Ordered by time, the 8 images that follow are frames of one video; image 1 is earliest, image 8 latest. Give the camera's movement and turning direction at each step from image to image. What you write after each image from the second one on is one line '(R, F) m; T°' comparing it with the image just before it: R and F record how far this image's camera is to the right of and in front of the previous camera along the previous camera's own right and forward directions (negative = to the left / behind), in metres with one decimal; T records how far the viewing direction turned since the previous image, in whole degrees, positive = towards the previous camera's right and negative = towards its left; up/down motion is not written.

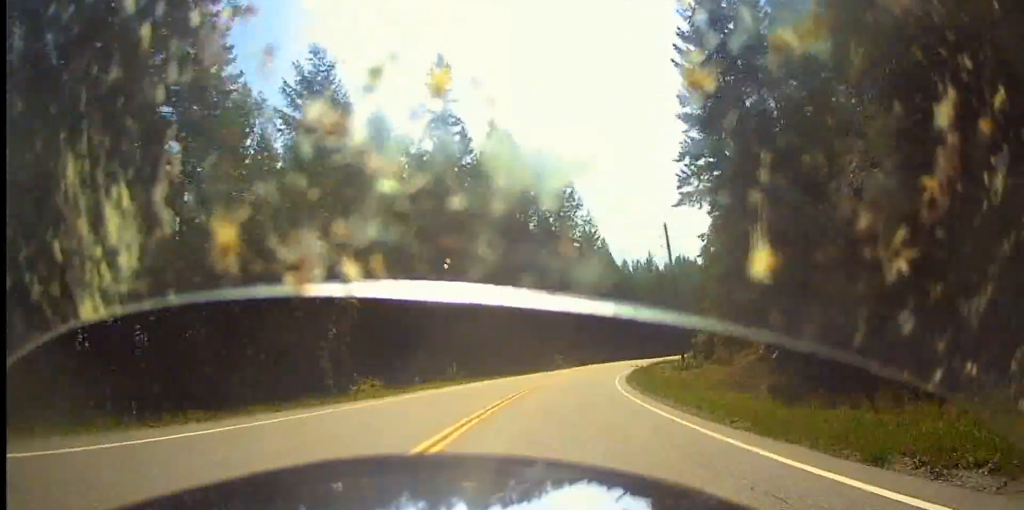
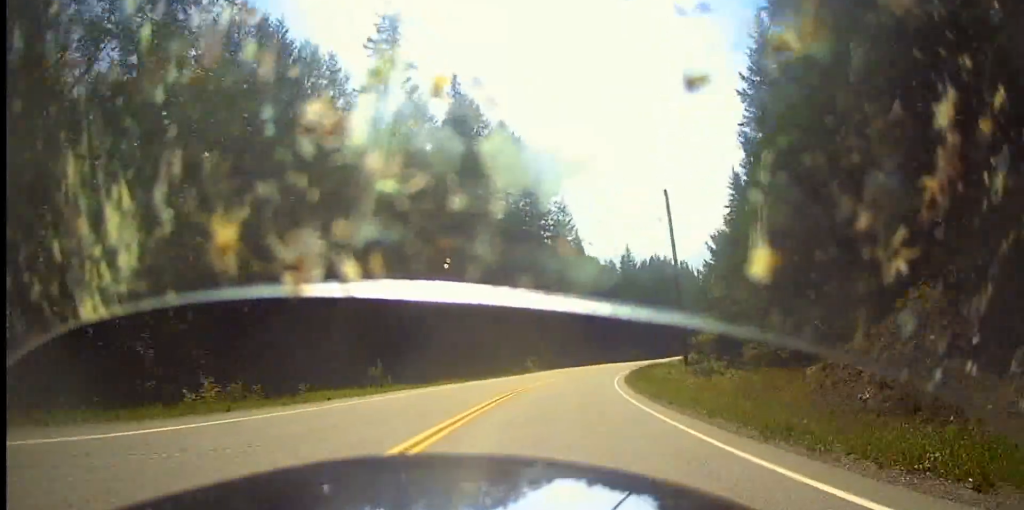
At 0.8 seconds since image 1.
(+0.3, +12.0) m; +3°
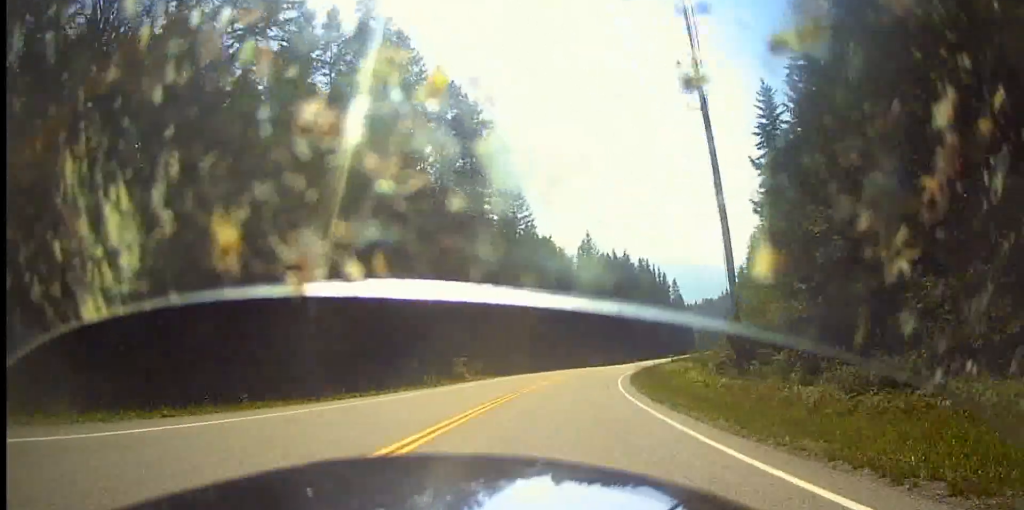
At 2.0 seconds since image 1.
(+0.5, +21.4) m; +2°
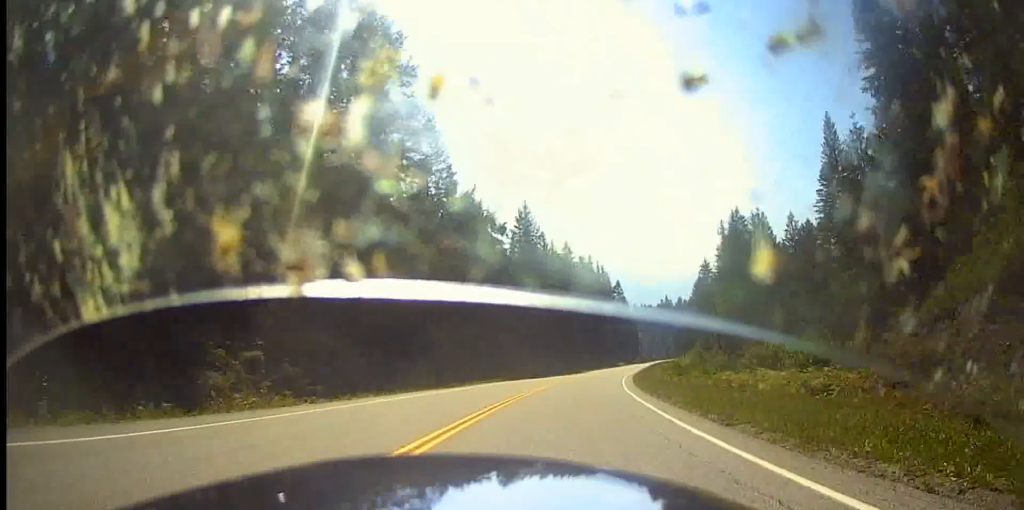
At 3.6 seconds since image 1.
(0.0, +24.3) m; +1°
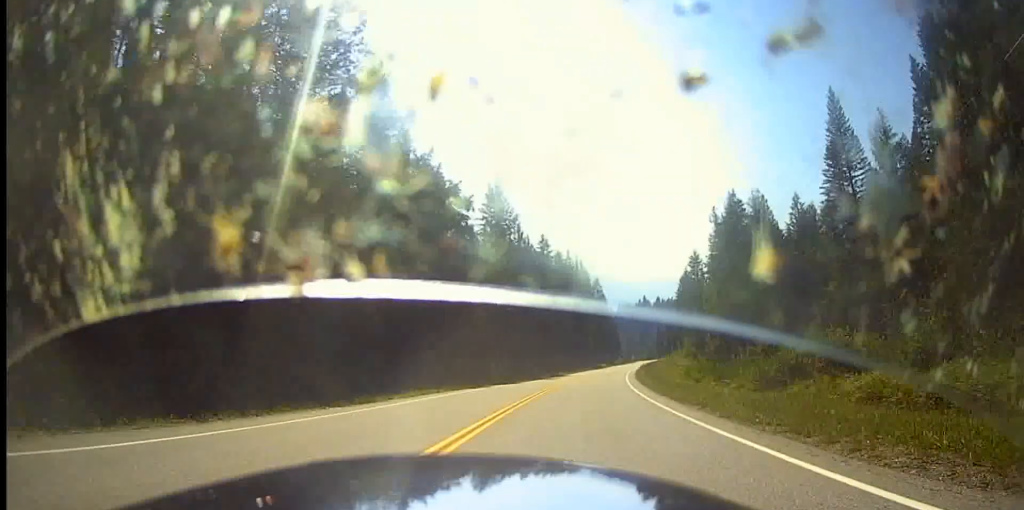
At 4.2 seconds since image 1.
(-0.1, +10.3) m; +2°
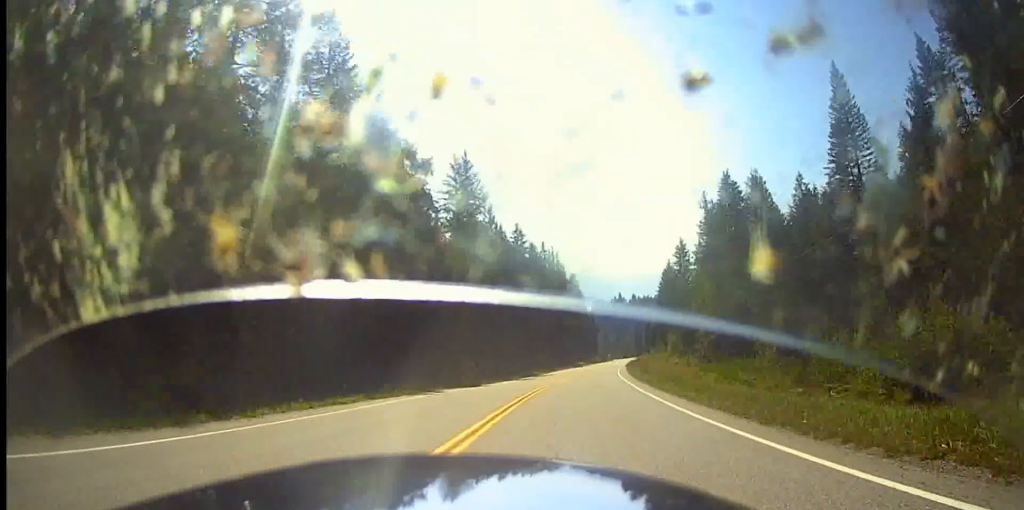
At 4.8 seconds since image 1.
(+0.3, +8.8) m; +3°
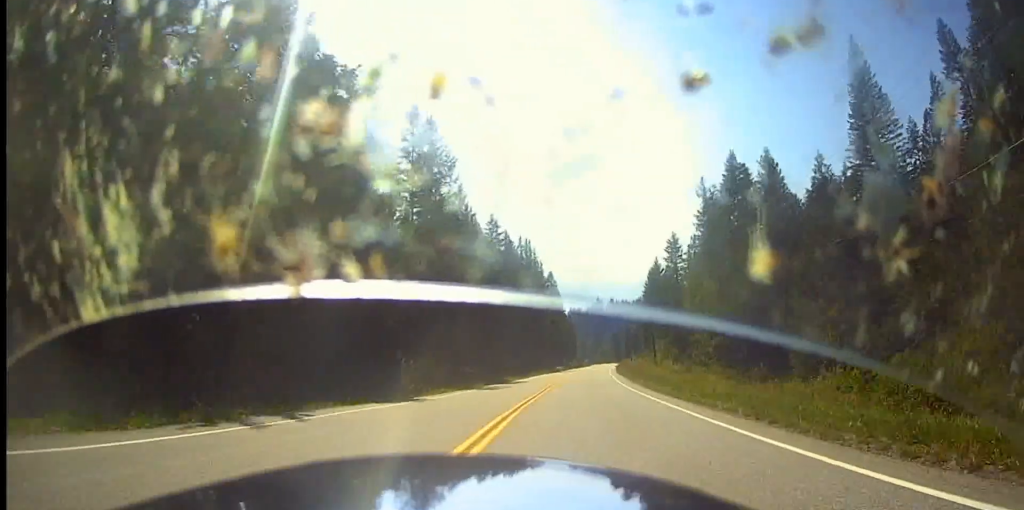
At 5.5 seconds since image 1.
(+0.3, +11.1) m; +4°
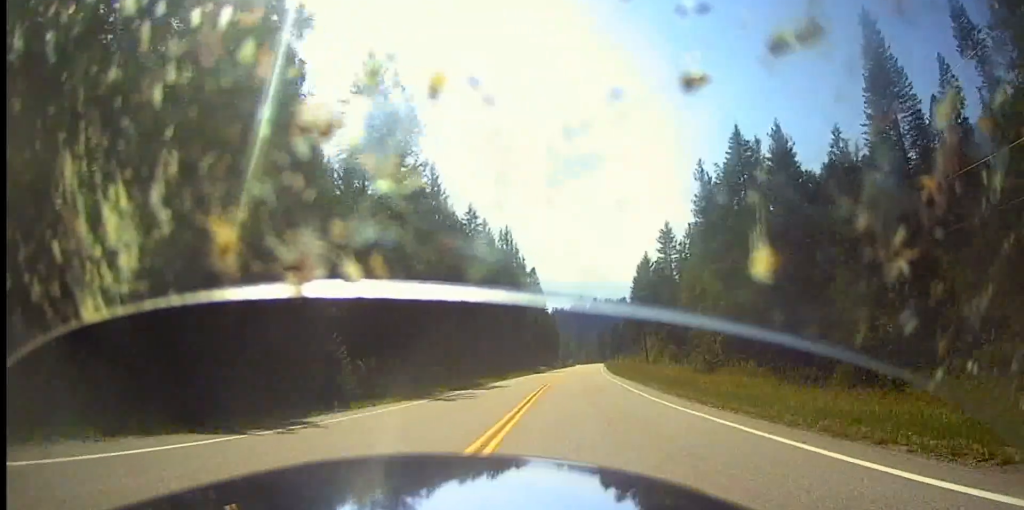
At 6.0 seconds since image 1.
(+0.3, +8.2) m; +2°
